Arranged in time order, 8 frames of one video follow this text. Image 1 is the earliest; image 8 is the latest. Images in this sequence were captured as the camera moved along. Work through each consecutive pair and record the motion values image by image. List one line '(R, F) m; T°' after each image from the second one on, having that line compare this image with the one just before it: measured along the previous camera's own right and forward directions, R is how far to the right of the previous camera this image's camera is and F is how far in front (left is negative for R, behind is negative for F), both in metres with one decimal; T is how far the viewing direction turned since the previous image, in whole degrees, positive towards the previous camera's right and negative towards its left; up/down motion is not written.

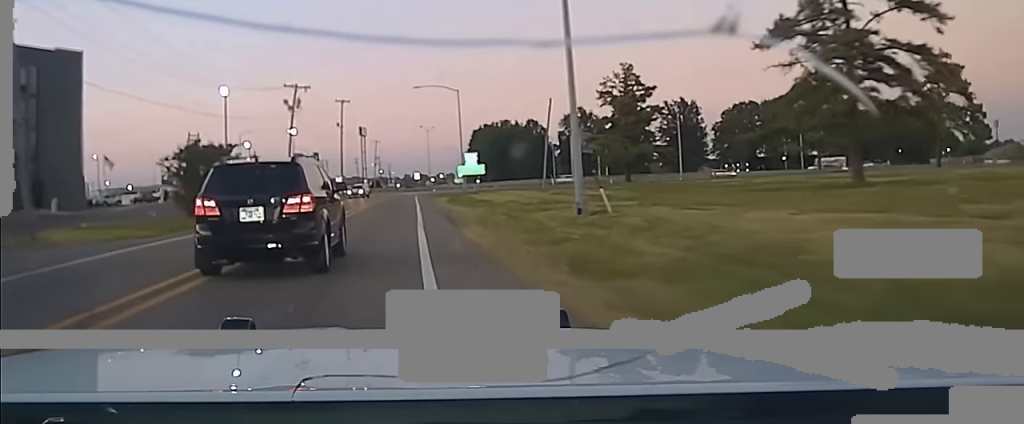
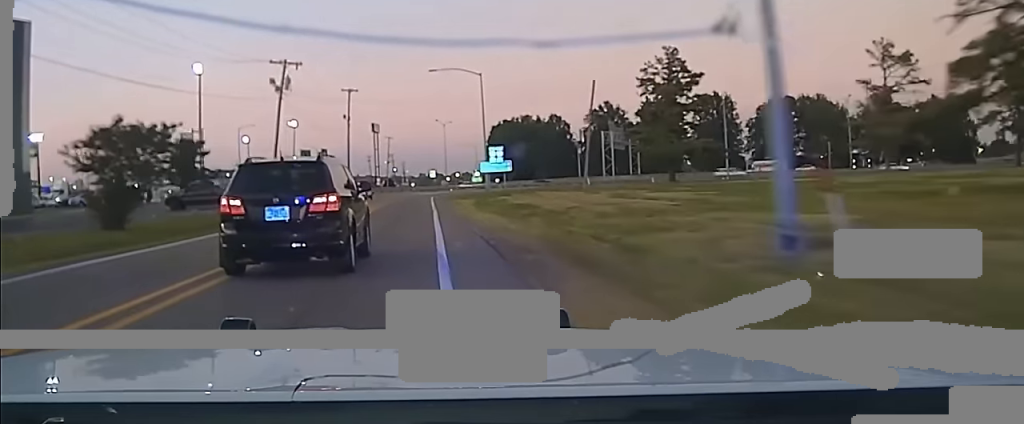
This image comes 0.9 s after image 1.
(0.0, +26.6) m; 0°
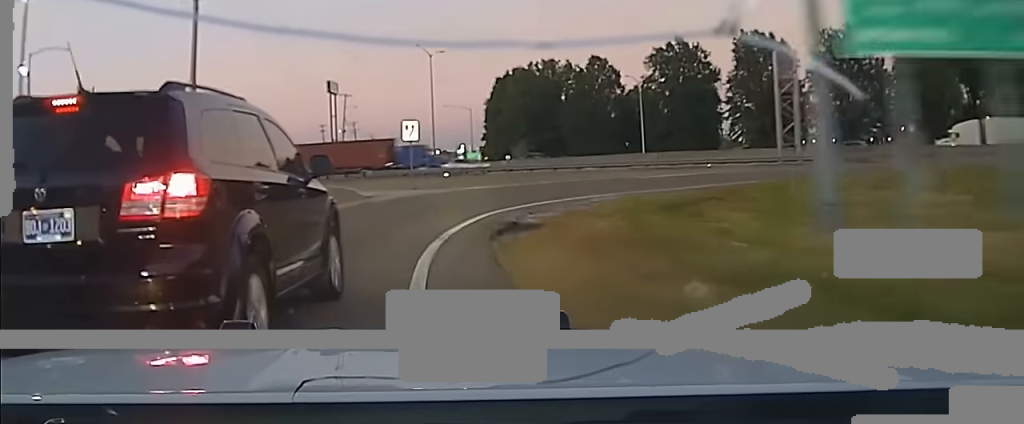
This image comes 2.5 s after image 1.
(+0.5, +43.2) m; +5°
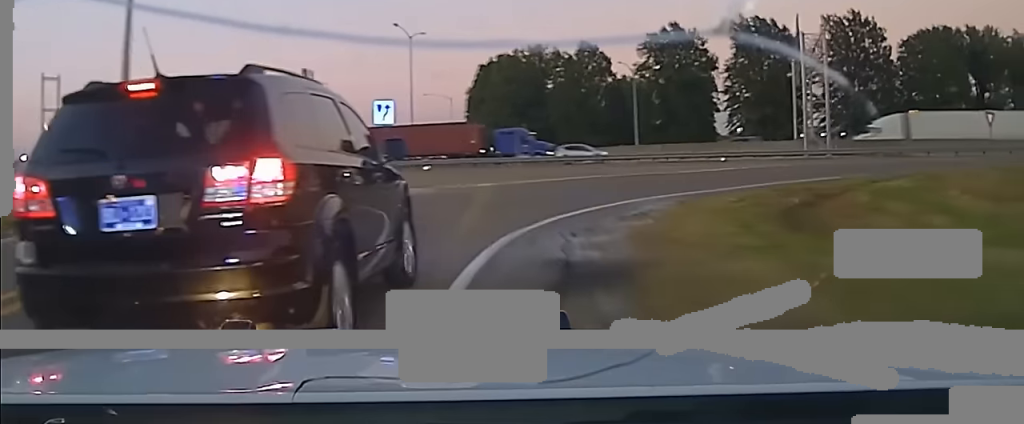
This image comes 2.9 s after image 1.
(+0.4, +9.1) m; +10°
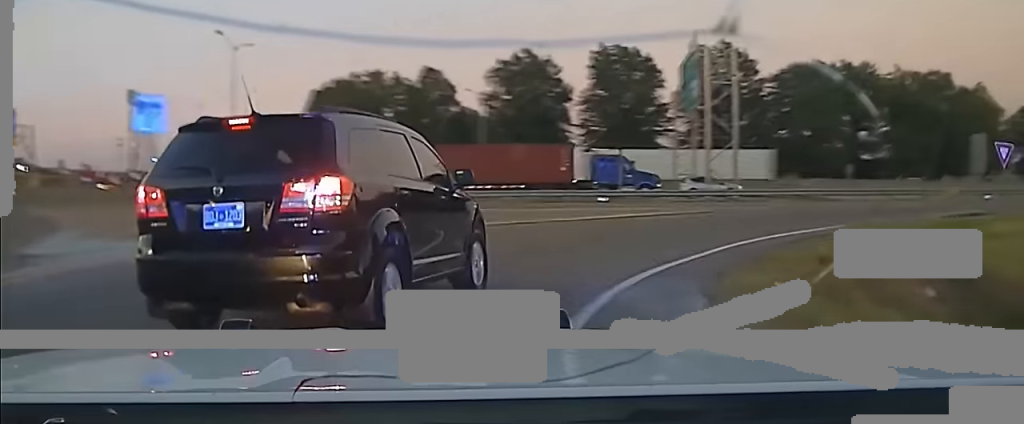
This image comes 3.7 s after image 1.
(+1.1, +13.7) m; +20°
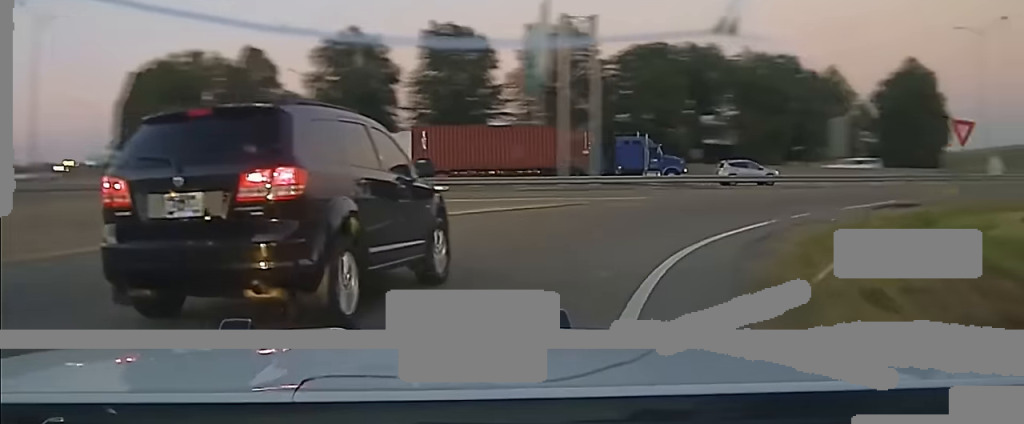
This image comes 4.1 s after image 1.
(+1.5, +7.6) m; +17°
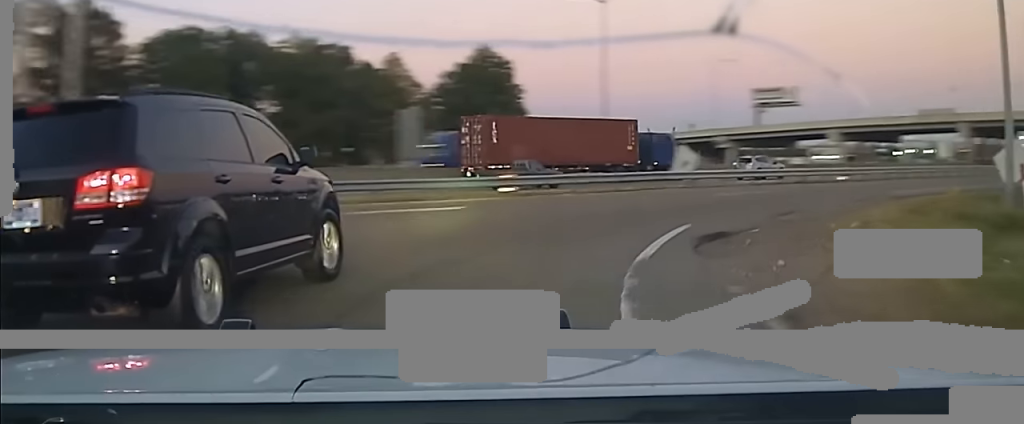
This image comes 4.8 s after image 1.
(+2.8, +11.3) m; +23°
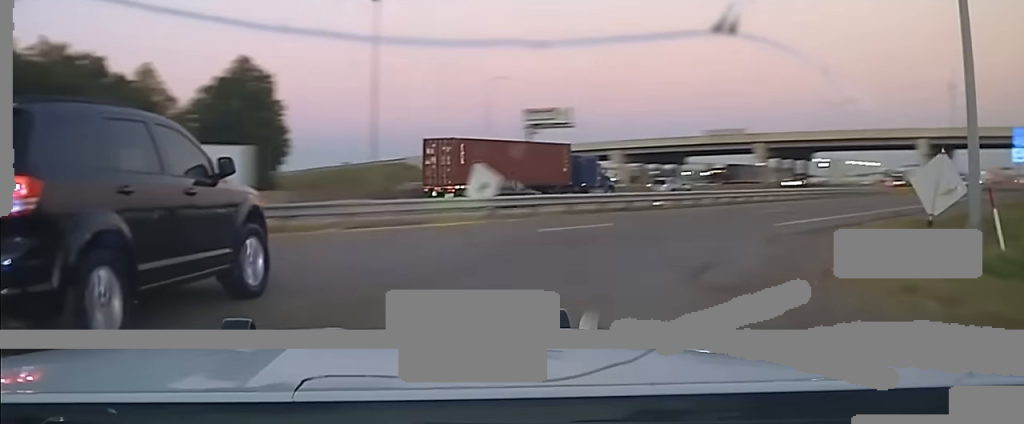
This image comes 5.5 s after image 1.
(+1.6, +11.4) m; +17°
